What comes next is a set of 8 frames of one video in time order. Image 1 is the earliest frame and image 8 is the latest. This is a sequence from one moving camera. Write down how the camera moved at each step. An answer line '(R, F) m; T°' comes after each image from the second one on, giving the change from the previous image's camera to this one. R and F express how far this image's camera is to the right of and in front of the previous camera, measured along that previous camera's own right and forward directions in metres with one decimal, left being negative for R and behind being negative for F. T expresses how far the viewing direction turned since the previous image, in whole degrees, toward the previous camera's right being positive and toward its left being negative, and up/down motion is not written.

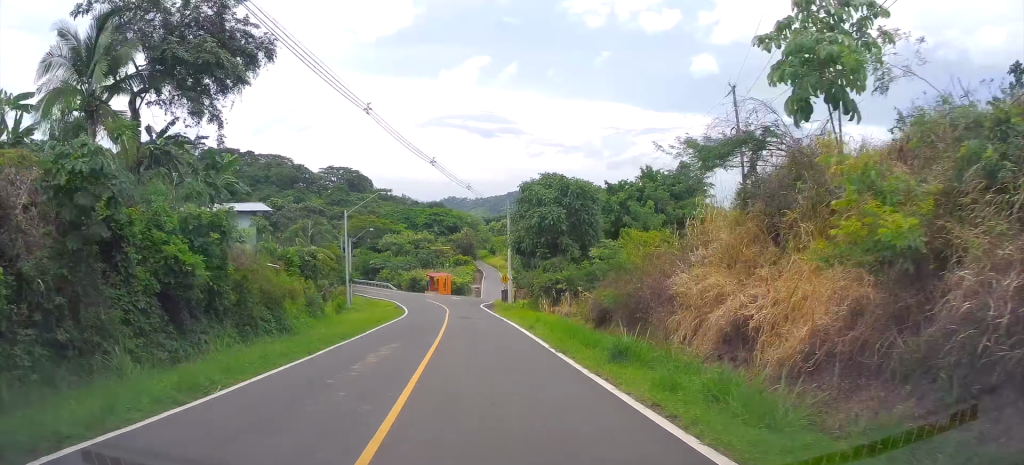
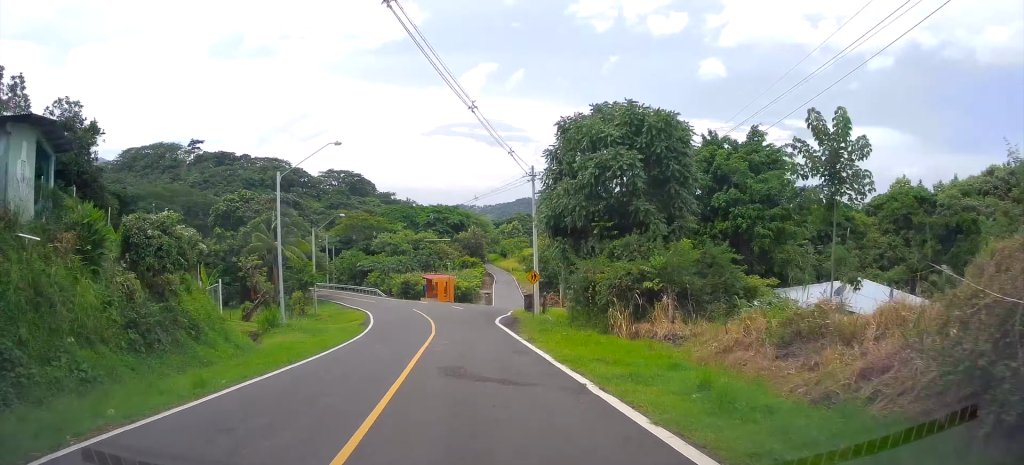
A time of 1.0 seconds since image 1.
(0.0, +19.9) m; -1°
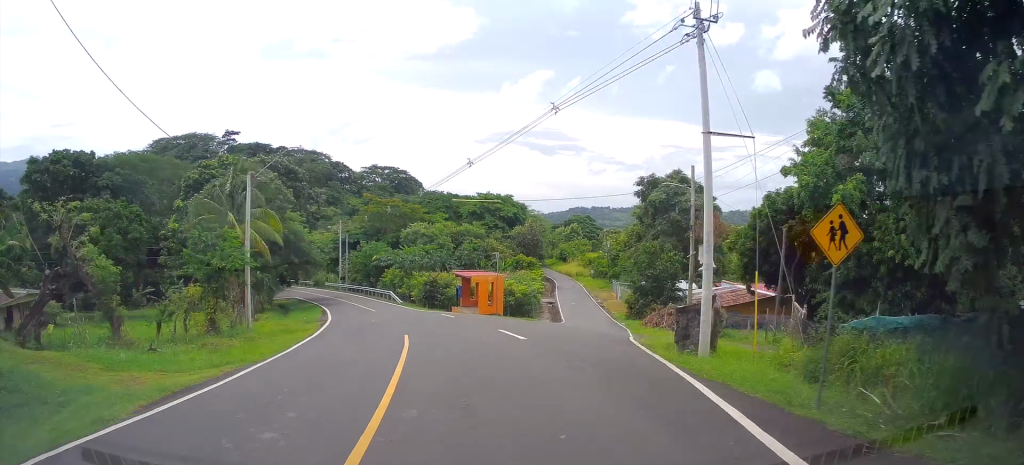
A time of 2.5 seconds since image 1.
(+0.2, +27.4) m; -4°
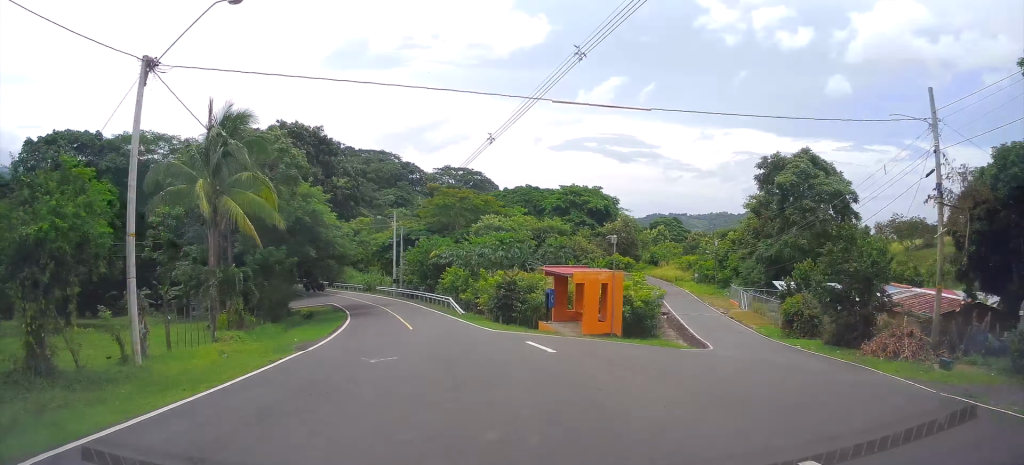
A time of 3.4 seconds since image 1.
(0.0, +17.1) m; -3°
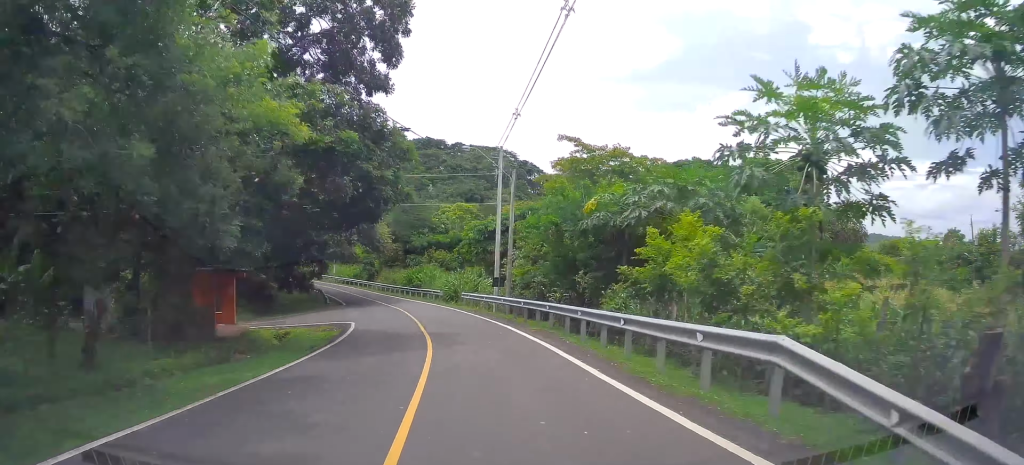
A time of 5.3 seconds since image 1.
(-2.2, +33.1) m; -11°
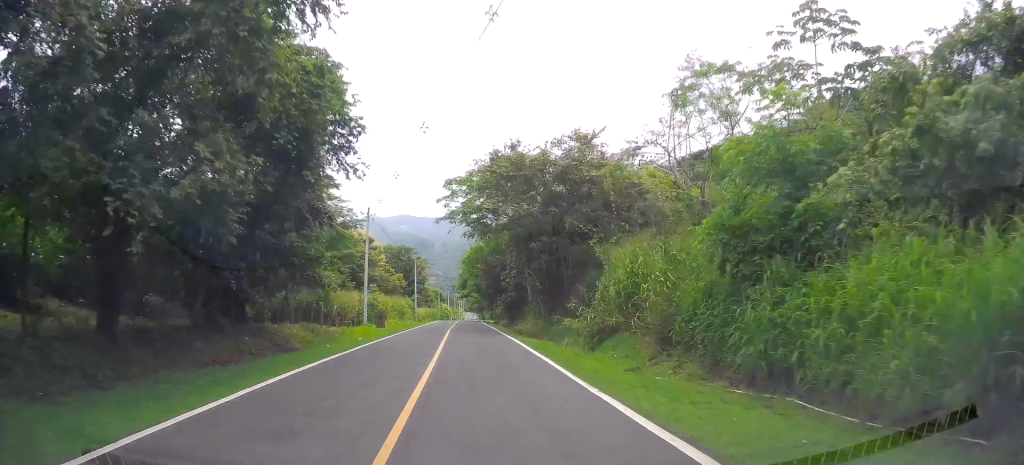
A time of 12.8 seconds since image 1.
(-57.9, +116.8) m; -51°
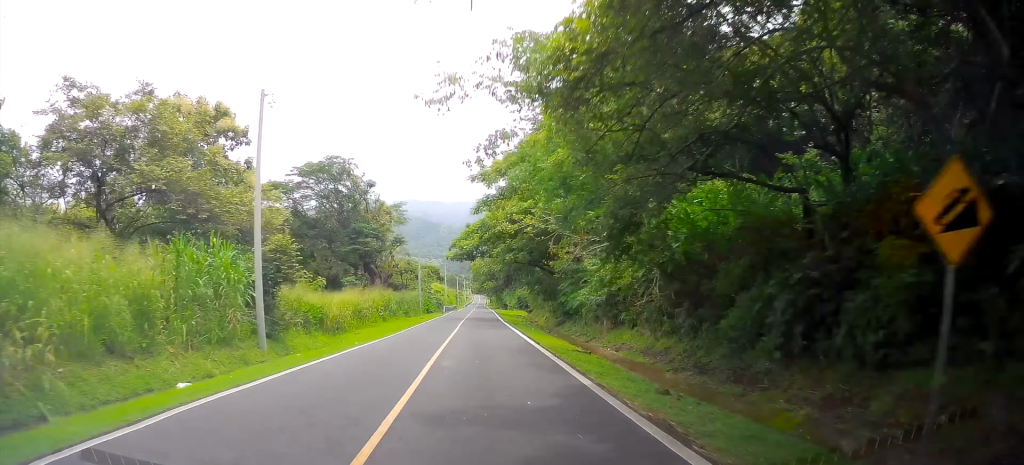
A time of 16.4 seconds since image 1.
(-7.2, +68.2) m; -7°
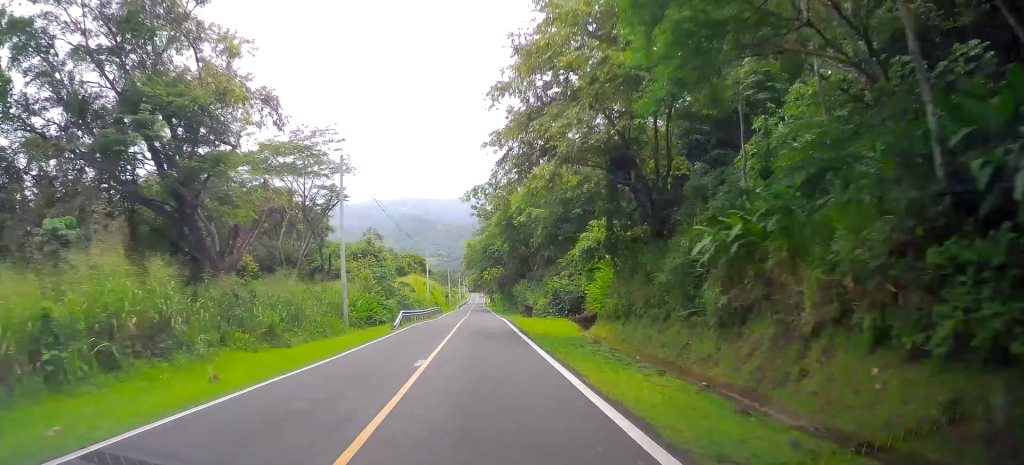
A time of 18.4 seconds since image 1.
(-0.4, +39.2) m; +1°
